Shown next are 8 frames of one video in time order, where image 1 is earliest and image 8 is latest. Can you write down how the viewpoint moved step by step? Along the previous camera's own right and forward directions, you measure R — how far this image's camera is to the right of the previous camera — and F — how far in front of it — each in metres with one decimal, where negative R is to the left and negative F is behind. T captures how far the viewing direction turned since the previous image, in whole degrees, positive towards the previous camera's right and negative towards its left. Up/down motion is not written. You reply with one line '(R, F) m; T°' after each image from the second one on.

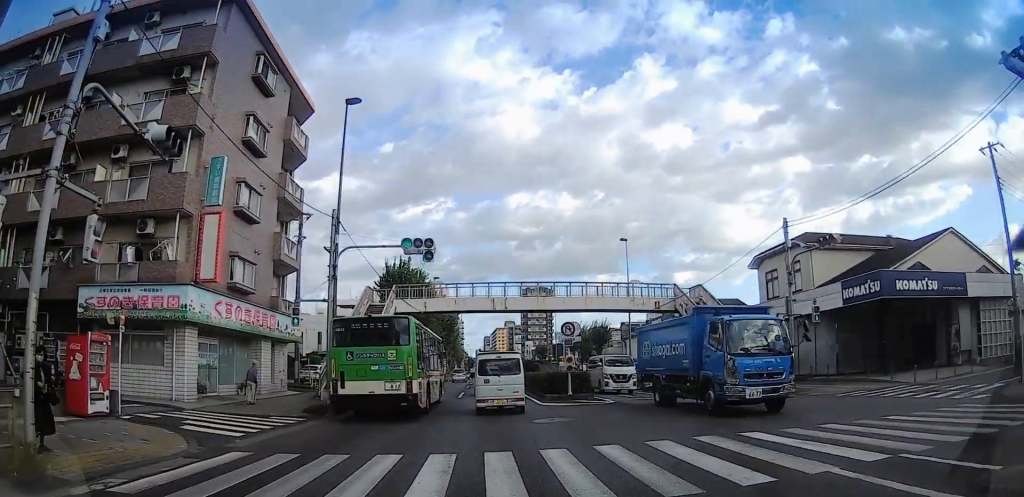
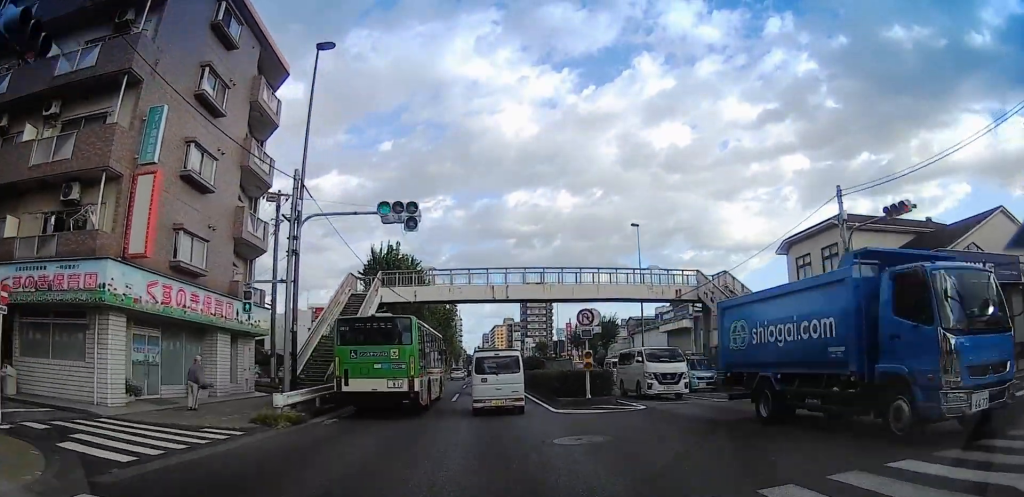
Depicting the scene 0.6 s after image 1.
(0.0, +6.4) m; 0°
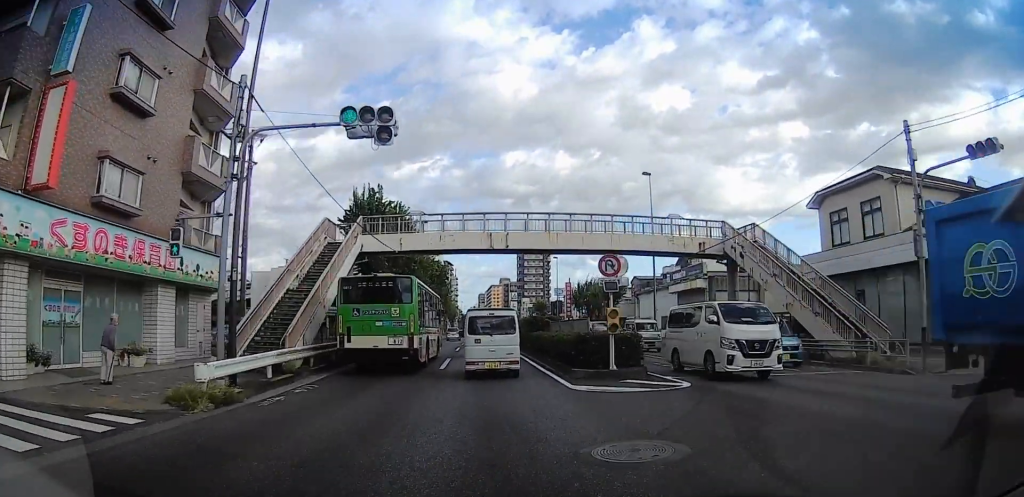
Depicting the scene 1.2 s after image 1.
(0.0, +5.9) m; 0°
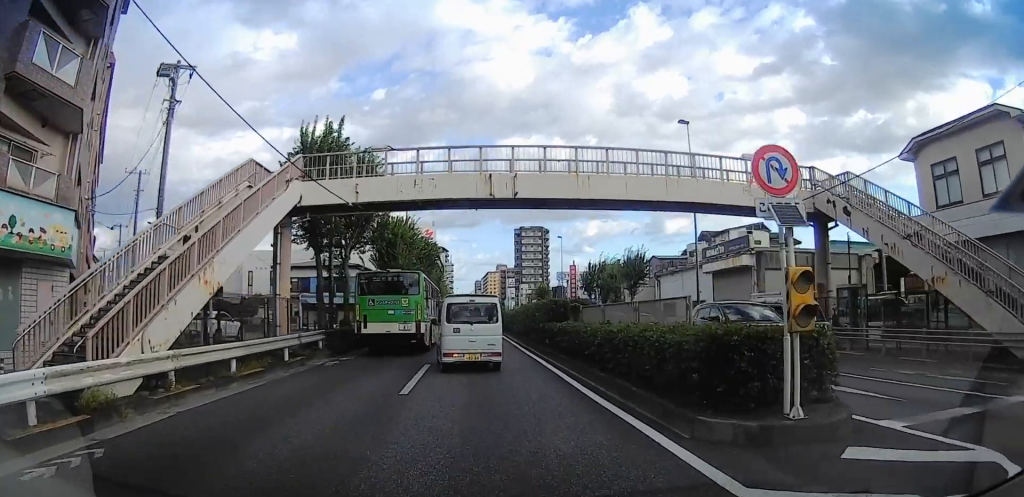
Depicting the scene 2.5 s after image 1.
(0.0, +11.6) m; 0°
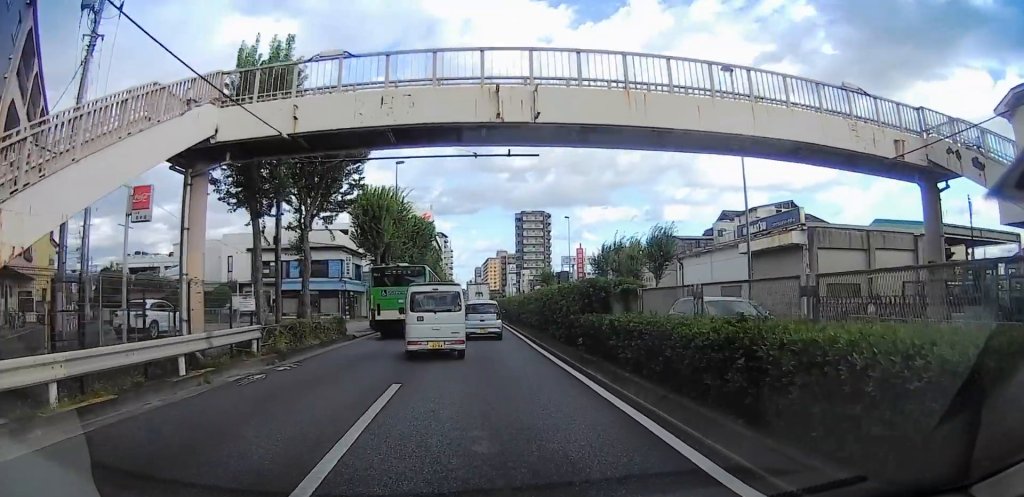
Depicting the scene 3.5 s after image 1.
(0.0, +7.0) m; 0°
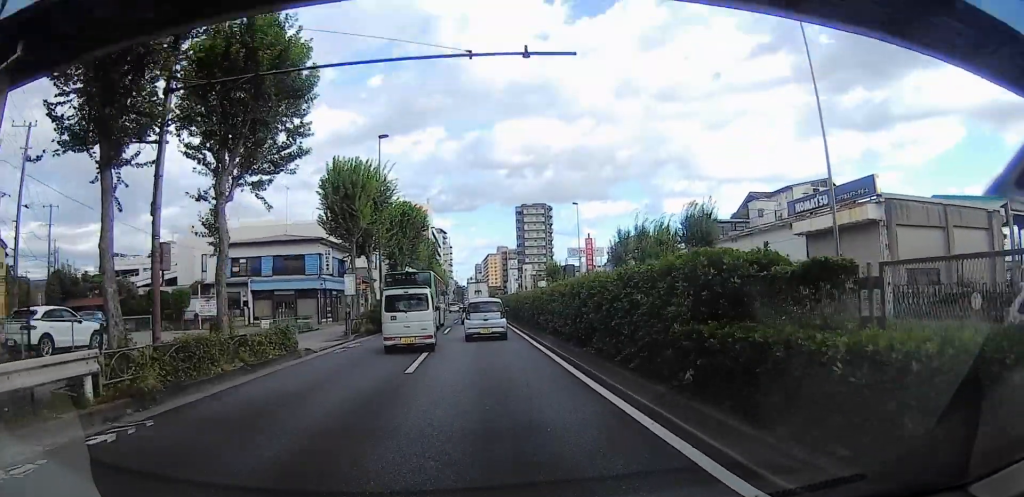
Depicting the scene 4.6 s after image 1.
(0.0, +6.6) m; 0°
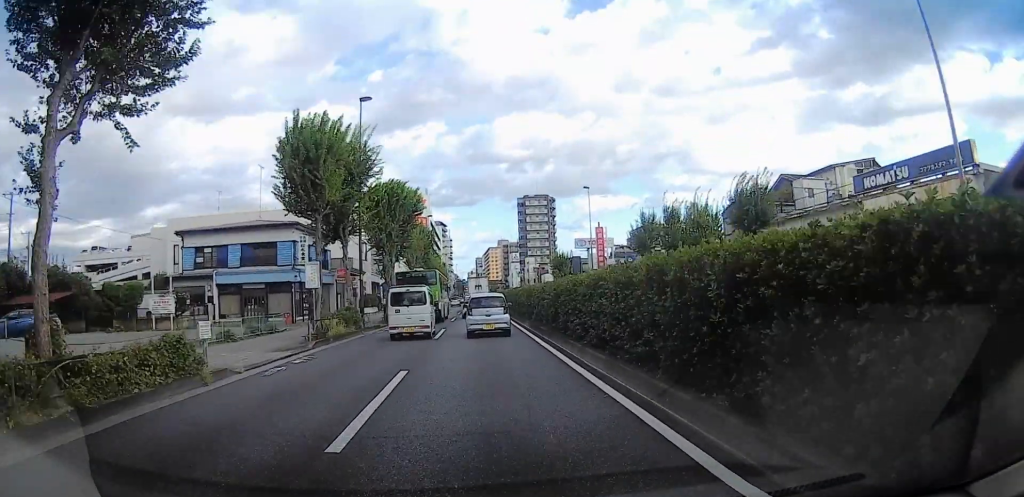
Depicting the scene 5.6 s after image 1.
(0.0, +5.6) m; 0°
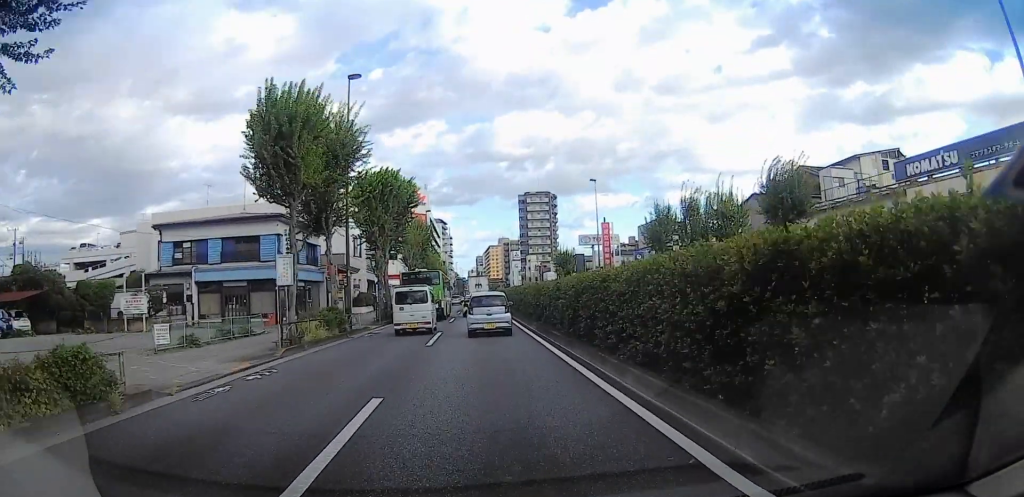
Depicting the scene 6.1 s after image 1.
(0.0, +2.7) m; 0°
